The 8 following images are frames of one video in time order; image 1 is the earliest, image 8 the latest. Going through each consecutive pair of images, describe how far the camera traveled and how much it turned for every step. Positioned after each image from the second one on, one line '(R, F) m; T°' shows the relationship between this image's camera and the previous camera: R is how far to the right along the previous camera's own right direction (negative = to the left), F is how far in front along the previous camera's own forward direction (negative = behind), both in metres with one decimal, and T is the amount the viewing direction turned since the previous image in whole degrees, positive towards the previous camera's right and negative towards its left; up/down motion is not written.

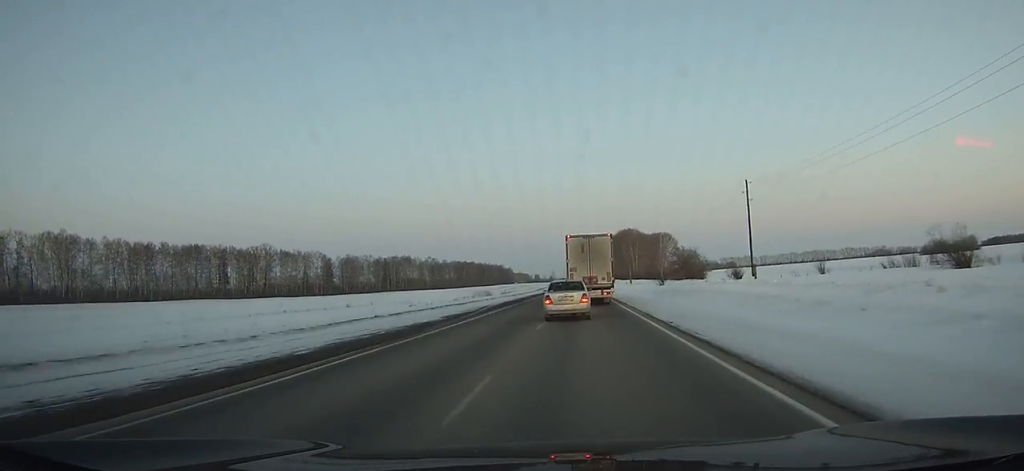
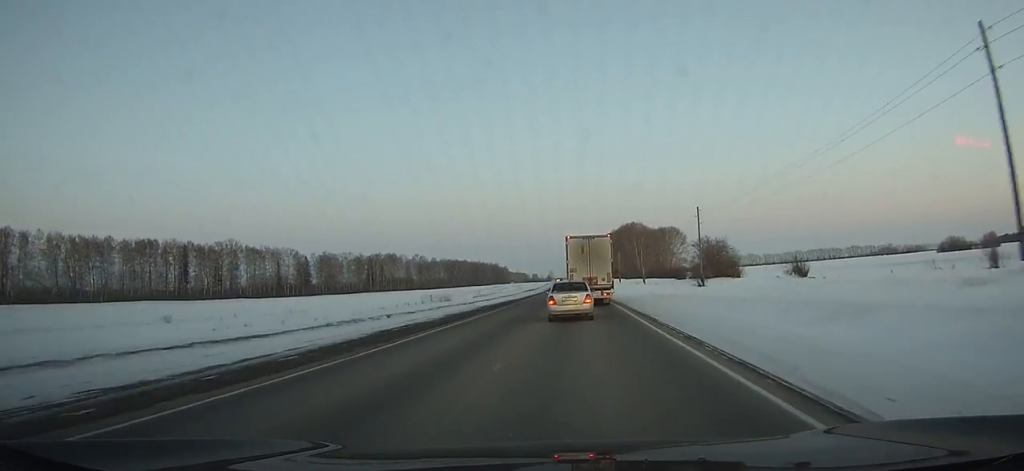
(-0.2, +35.2) m; 0°
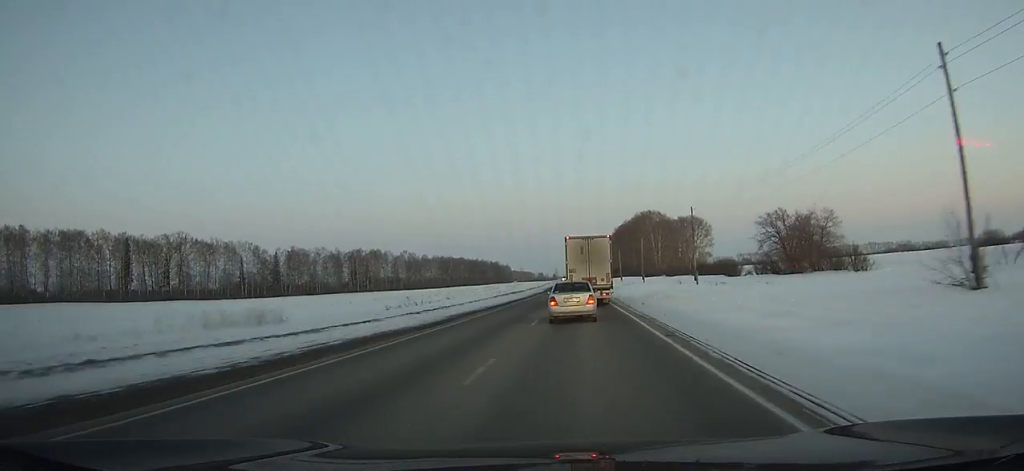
(-0.2, +48.1) m; -1°
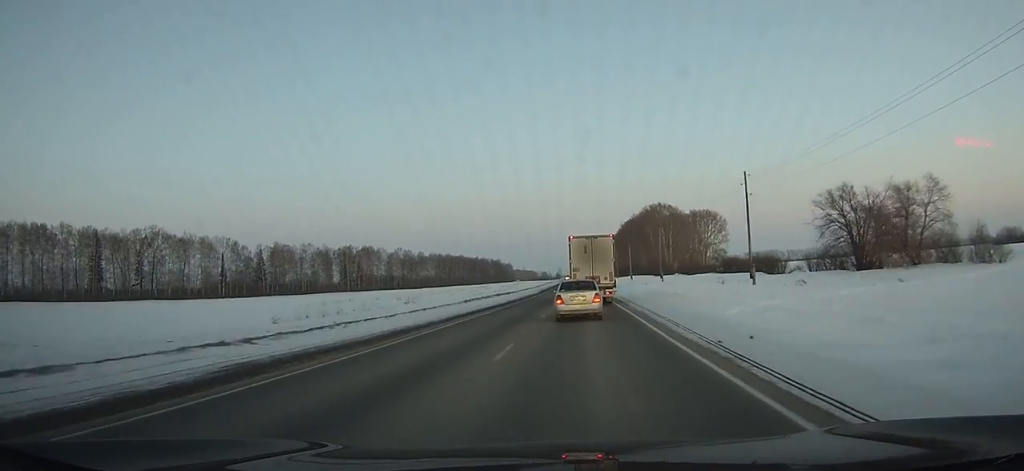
(0.0, +21.5) m; 0°
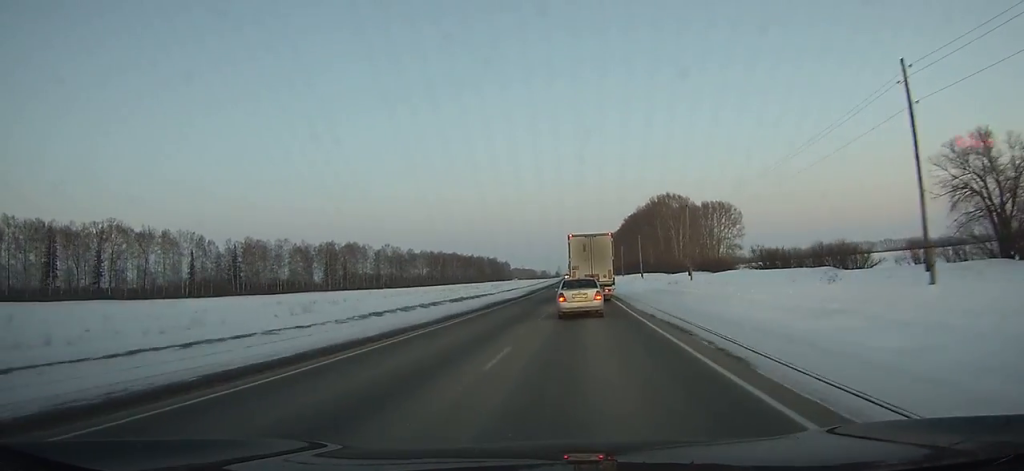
(-0.1, +25.5) m; 0°
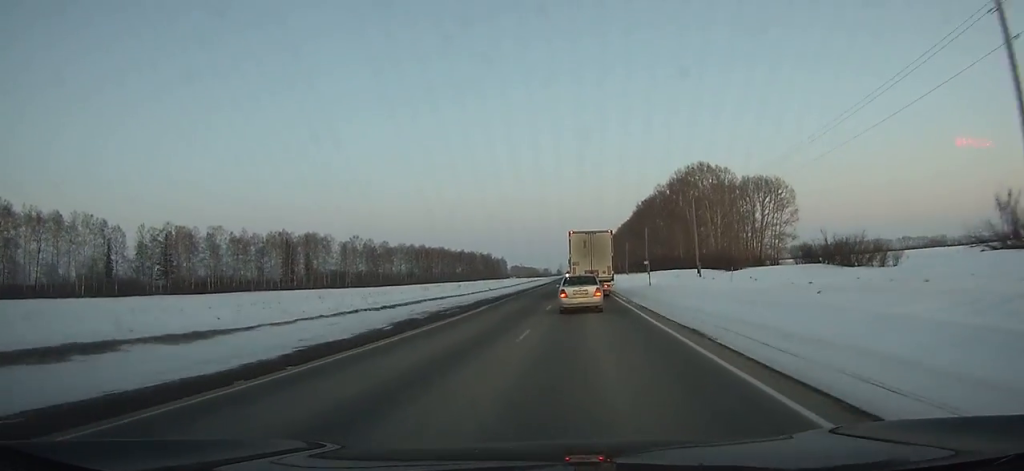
(+0.1, +56.8) m; 0°
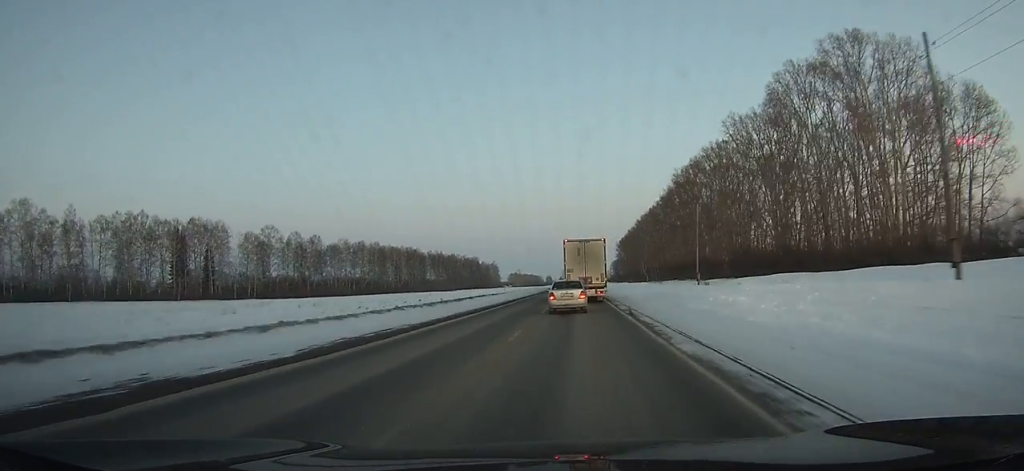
(+0.6, +96.0) m; 0°
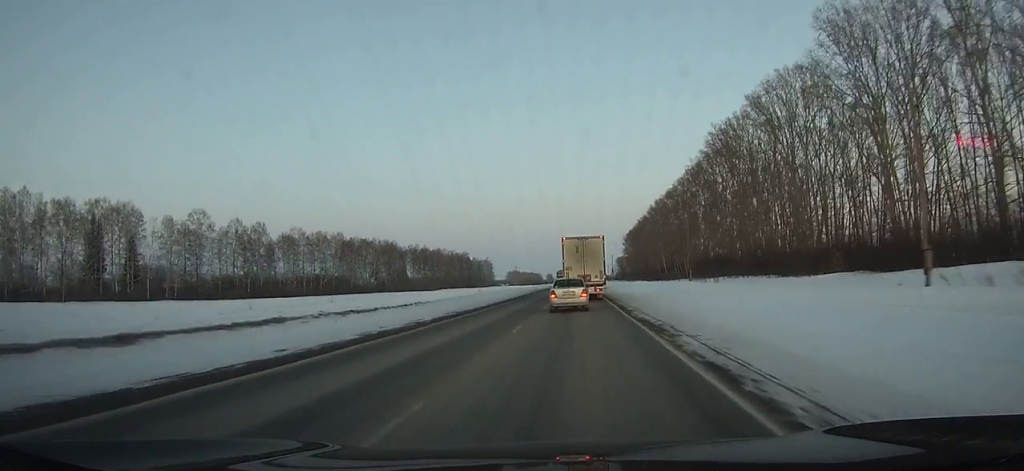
(0.0, +47.9) m; 0°
